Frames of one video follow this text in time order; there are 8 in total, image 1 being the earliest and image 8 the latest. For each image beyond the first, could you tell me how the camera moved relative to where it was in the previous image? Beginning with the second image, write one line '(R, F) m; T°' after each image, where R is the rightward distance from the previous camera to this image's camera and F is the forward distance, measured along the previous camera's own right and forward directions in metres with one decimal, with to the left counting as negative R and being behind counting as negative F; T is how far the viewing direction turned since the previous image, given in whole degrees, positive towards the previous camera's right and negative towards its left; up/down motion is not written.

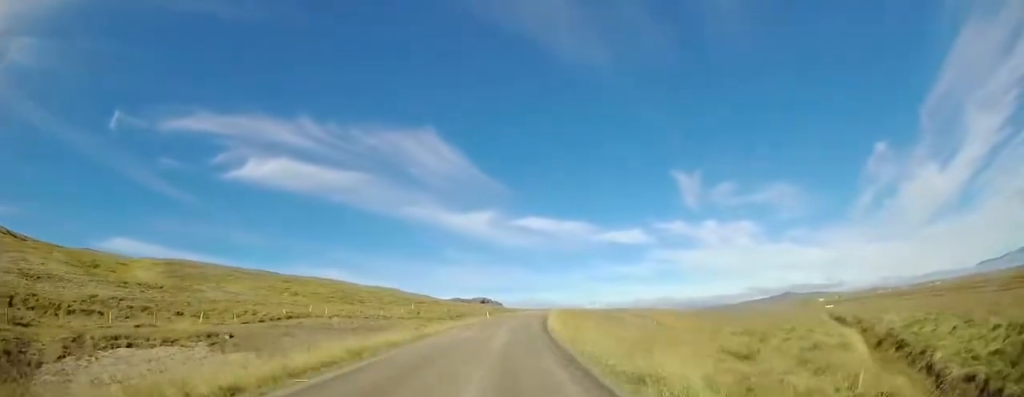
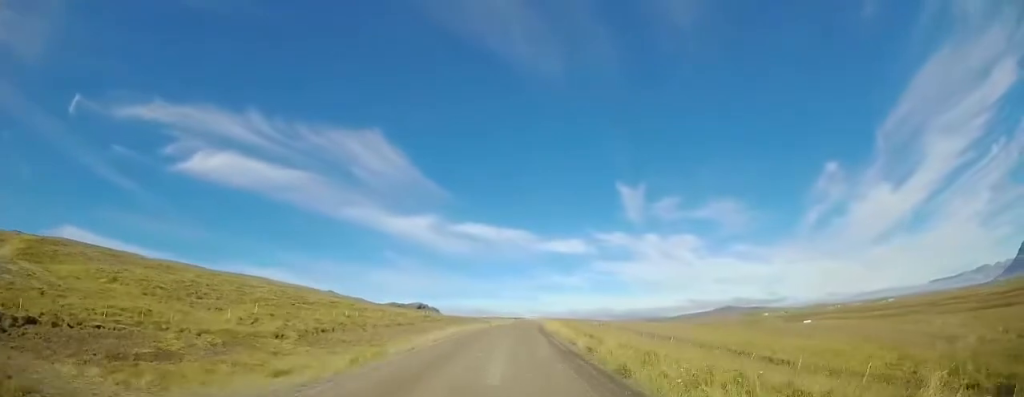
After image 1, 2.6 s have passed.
(+2.6, +42.7) m; +8°
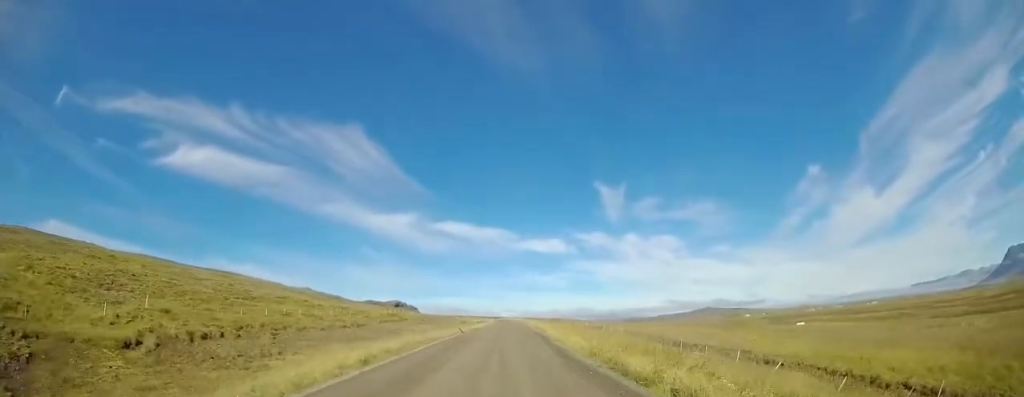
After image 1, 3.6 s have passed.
(+0.5, +15.9) m; +3°
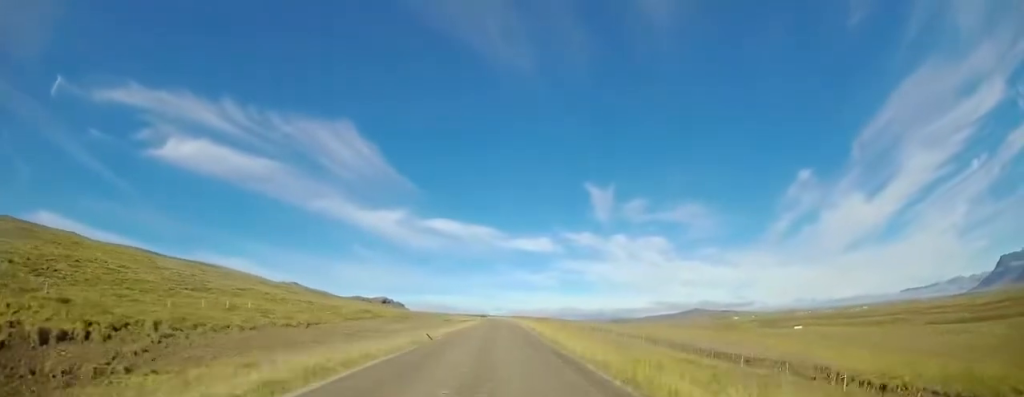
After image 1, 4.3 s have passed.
(+0.2, +11.0) m; +1°
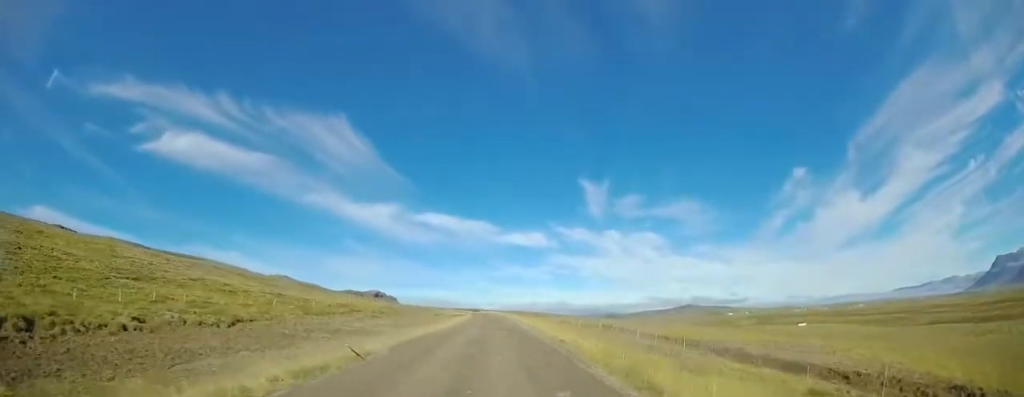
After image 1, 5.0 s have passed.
(0.0, +11.7) m; +1°
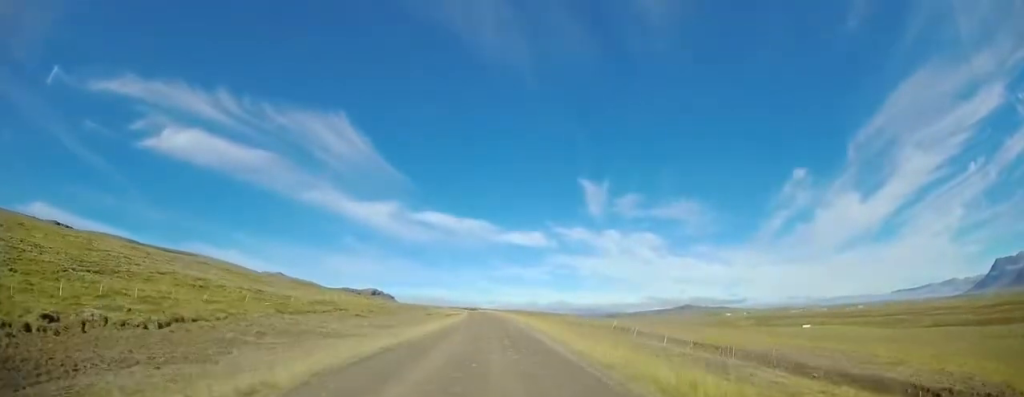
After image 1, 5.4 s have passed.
(0.0, +7.2) m; +1°
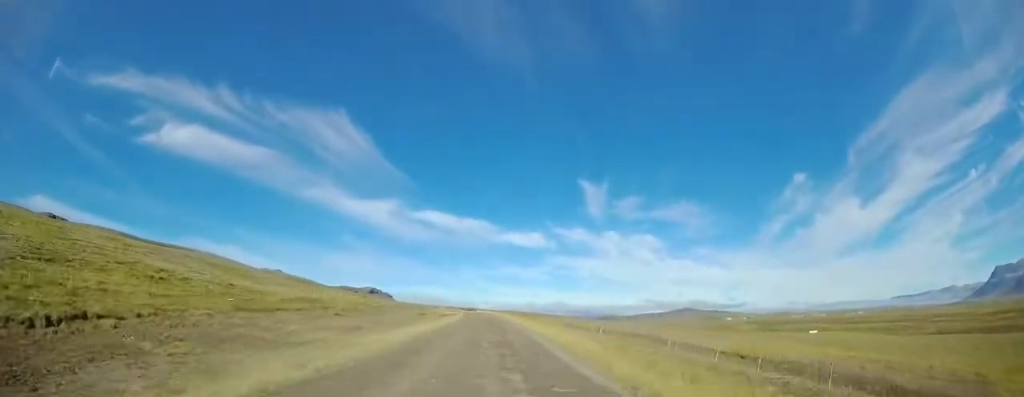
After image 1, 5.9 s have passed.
(+0.2, +8.7) m; 0°
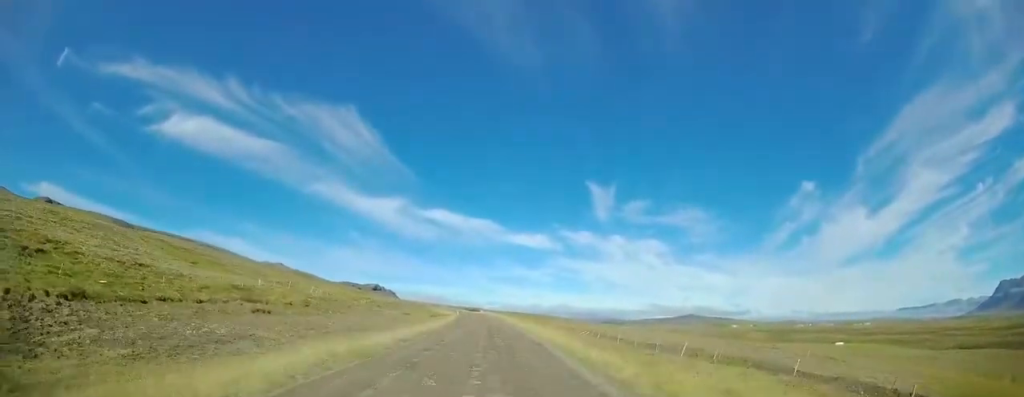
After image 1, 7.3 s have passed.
(-0.3, +22.0) m; -1°
